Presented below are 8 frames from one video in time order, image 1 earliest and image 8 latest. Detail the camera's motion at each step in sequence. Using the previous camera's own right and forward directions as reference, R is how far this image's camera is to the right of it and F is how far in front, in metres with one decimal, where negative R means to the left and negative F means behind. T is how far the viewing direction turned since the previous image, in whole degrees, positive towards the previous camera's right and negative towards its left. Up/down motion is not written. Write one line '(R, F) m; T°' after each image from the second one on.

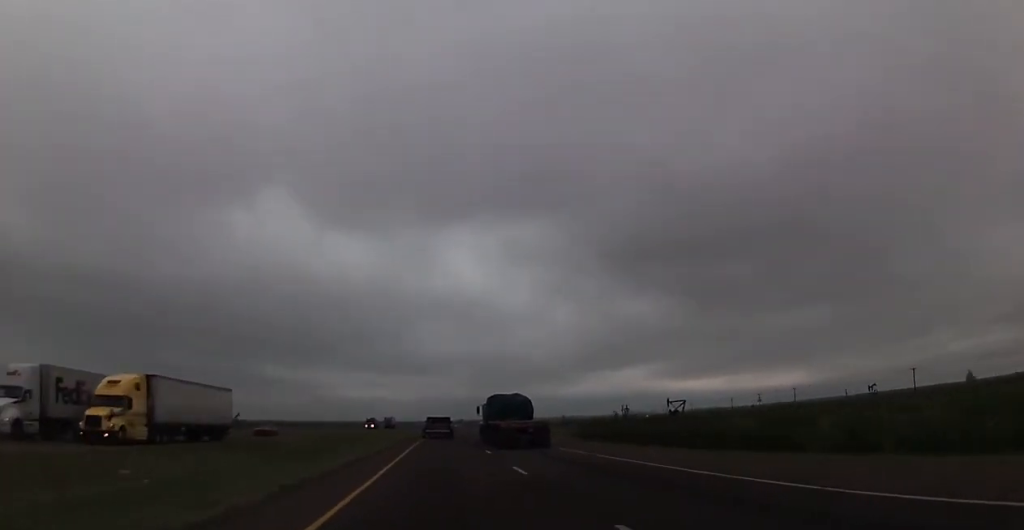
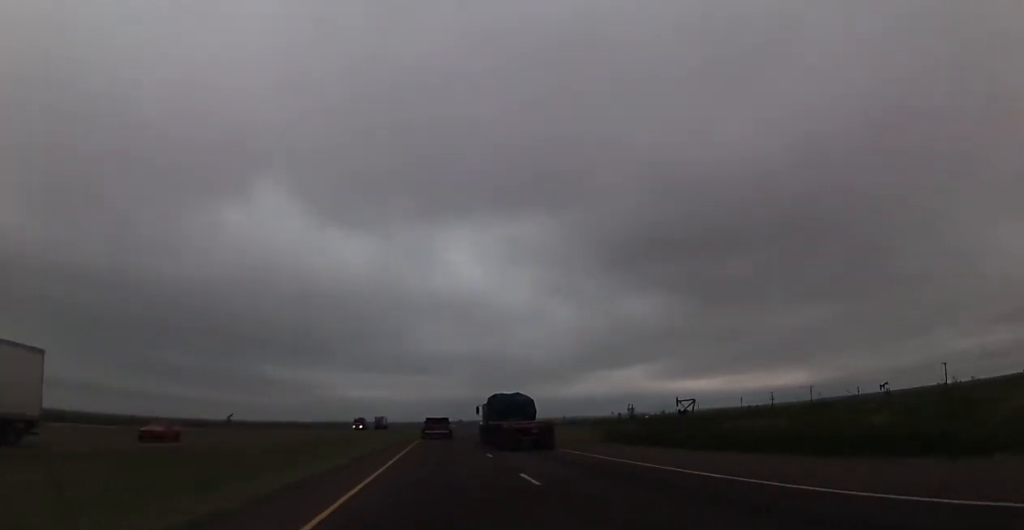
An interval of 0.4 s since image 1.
(+0.3, +15.1) m; 0°
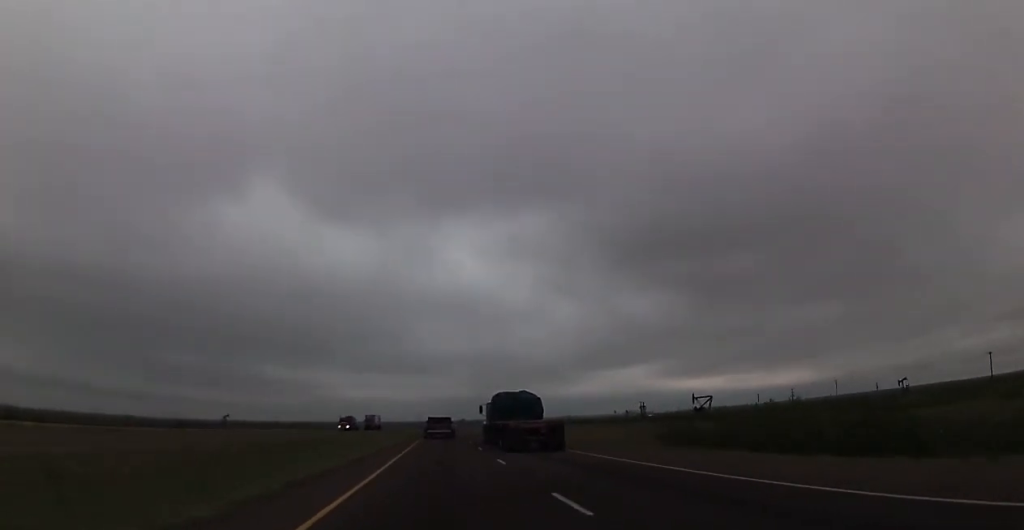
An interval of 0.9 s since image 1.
(+0.2, +17.4) m; 0°
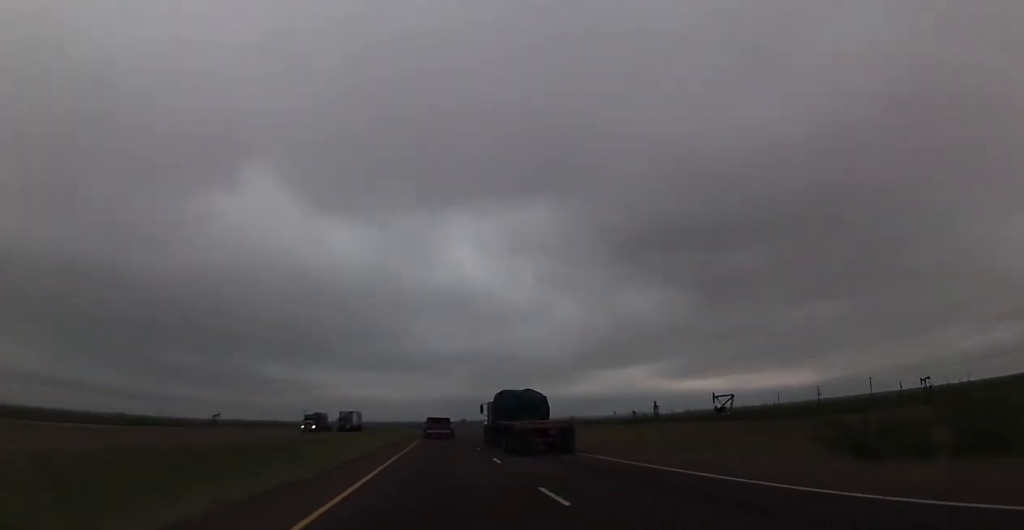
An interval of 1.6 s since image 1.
(-0.7, +23.2) m; 0°
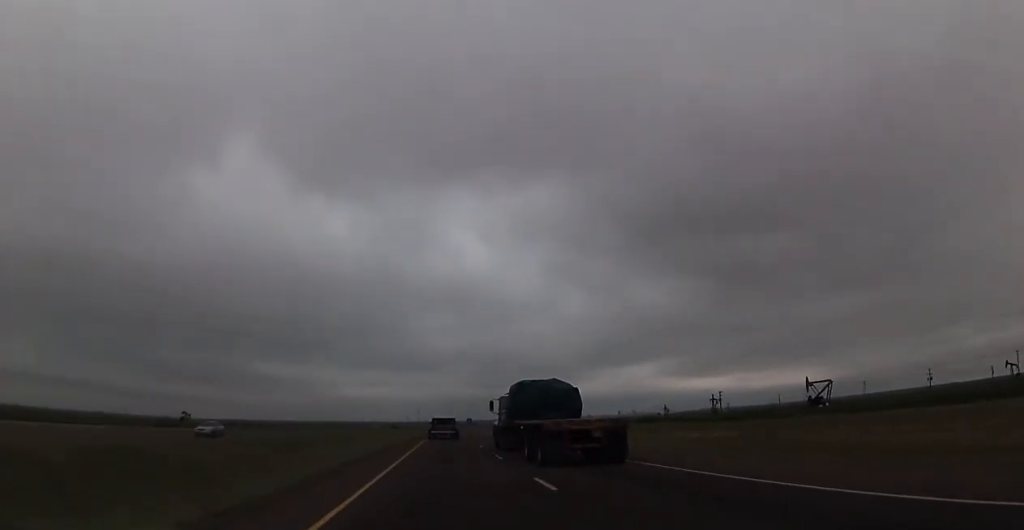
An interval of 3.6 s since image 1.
(+0.3, +70.9) m; 0°
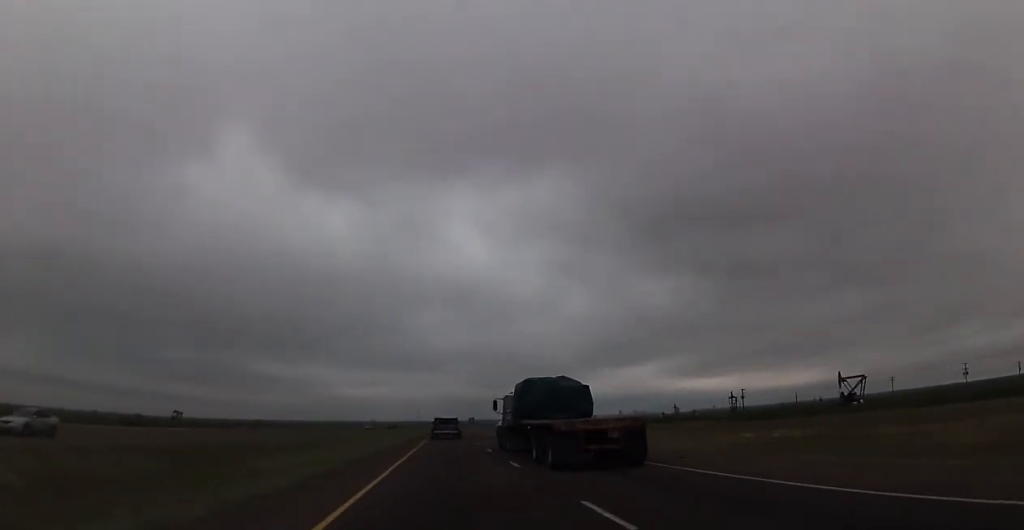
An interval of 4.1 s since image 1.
(0.0, +17.5) m; 0°
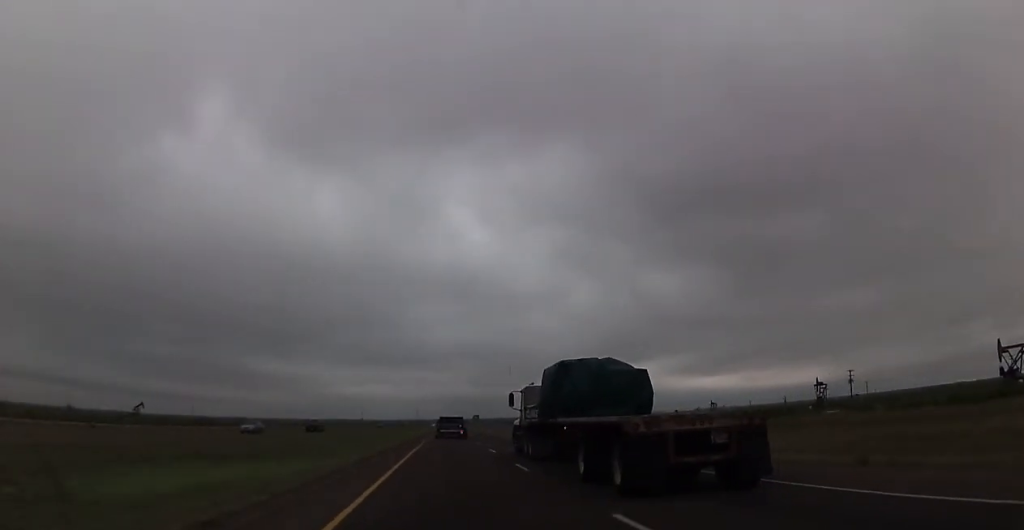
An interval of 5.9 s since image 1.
(-0.1, +63.0) m; 0°
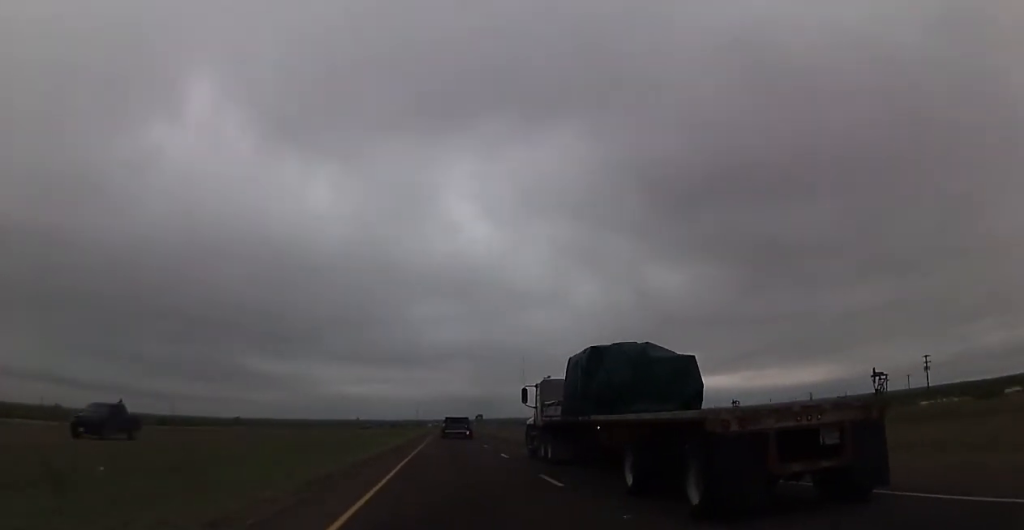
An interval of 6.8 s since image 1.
(-0.1, +29.1) m; +1°
